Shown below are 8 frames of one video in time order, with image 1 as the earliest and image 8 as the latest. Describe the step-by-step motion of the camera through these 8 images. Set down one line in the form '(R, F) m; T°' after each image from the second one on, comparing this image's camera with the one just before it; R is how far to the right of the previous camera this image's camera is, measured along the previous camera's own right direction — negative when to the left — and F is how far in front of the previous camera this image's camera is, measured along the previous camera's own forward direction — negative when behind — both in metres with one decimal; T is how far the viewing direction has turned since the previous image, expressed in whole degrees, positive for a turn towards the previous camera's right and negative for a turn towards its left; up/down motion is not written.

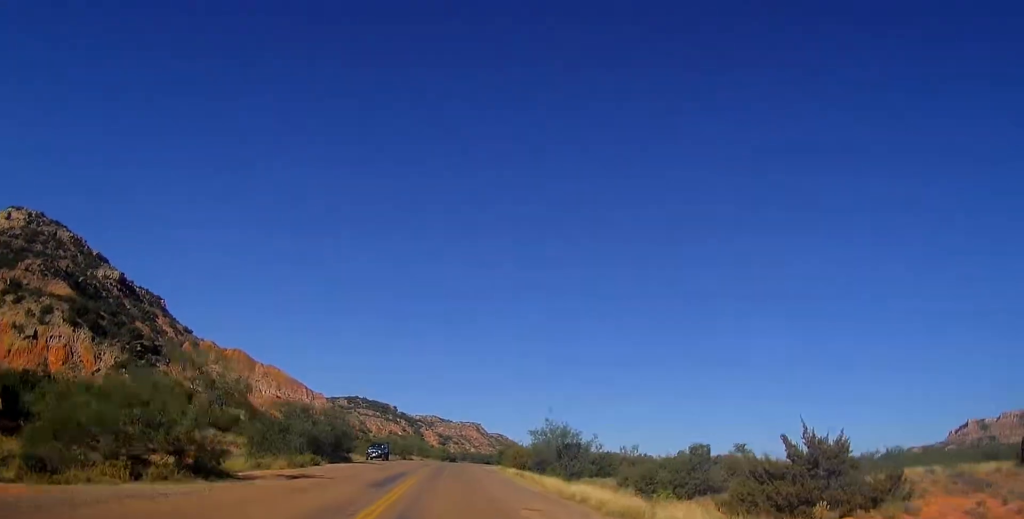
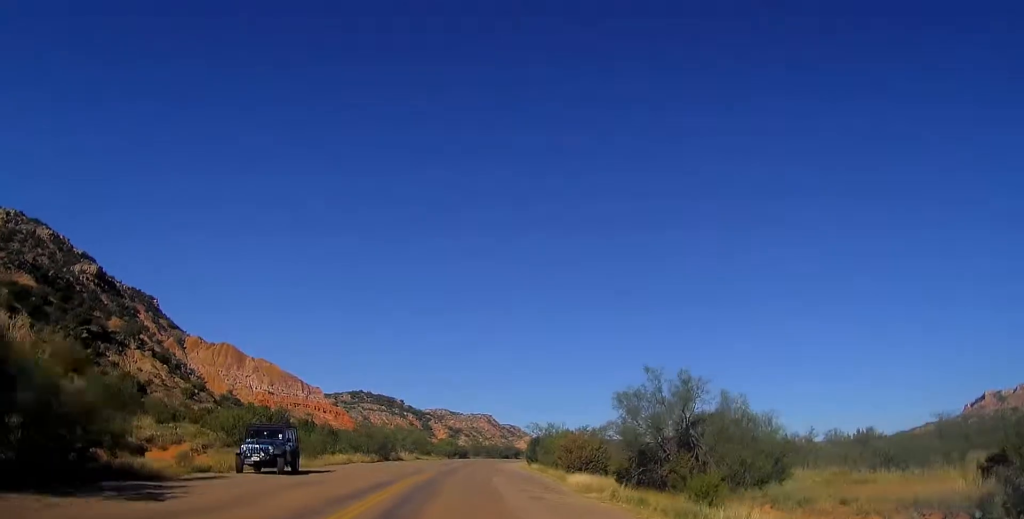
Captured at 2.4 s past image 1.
(-0.1, +35.7) m; 0°
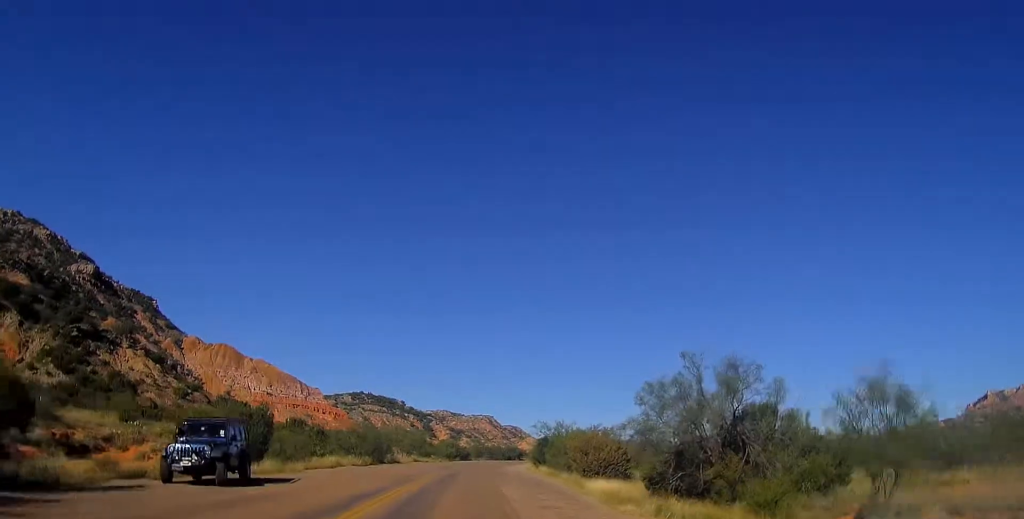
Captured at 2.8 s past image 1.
(0.0, +5.9) m; 0°
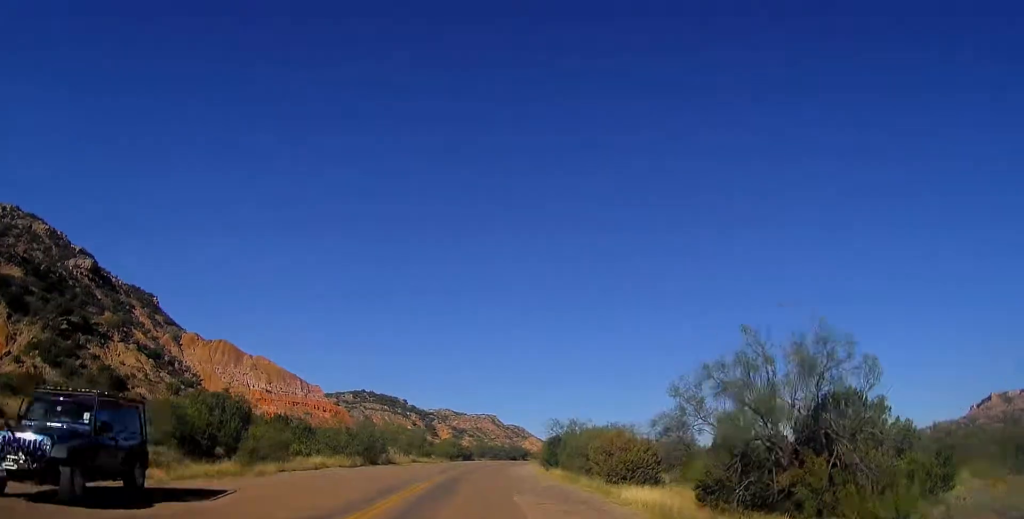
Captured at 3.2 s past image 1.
(0.0, +6.3) m; 0°
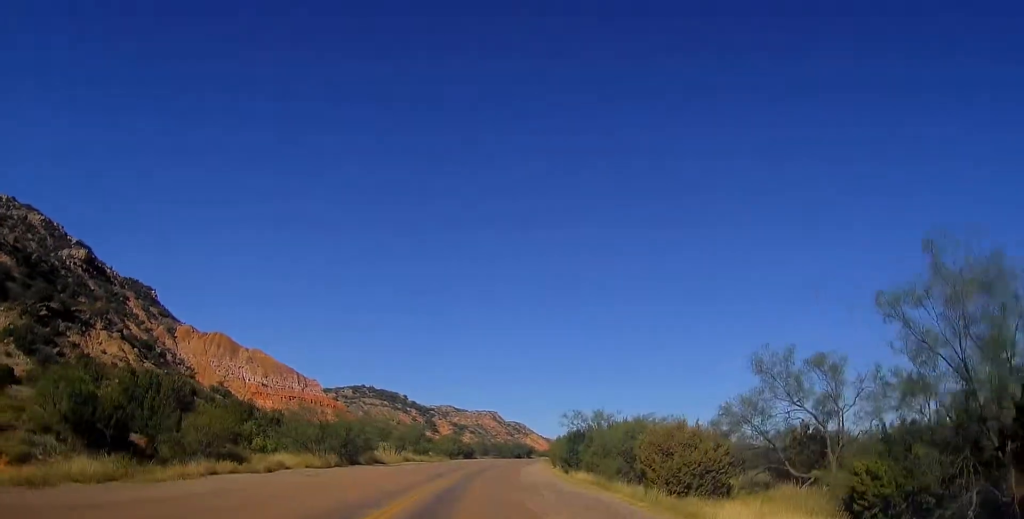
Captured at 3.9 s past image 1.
(-0.1, +10.1) m; 0°
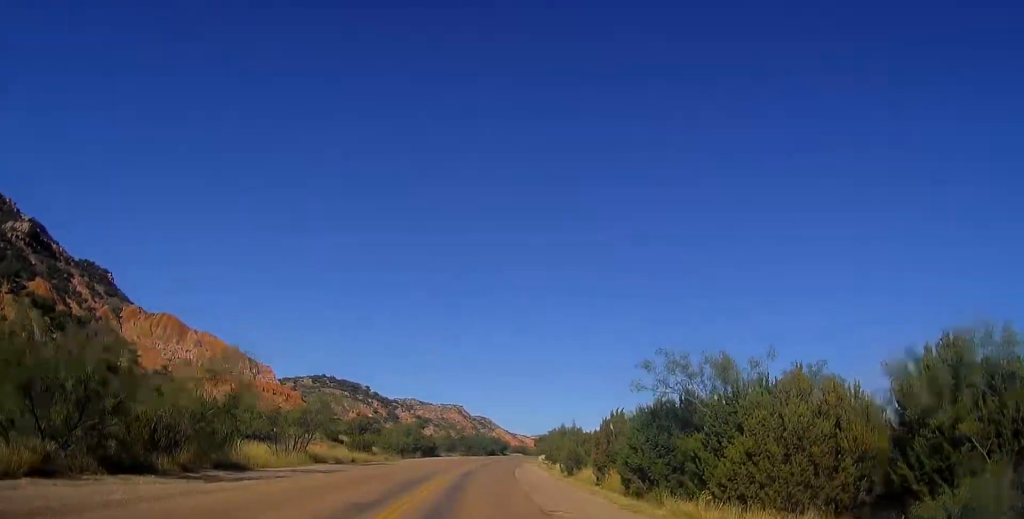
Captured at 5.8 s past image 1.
(+0.6, +27.0) m; +4°
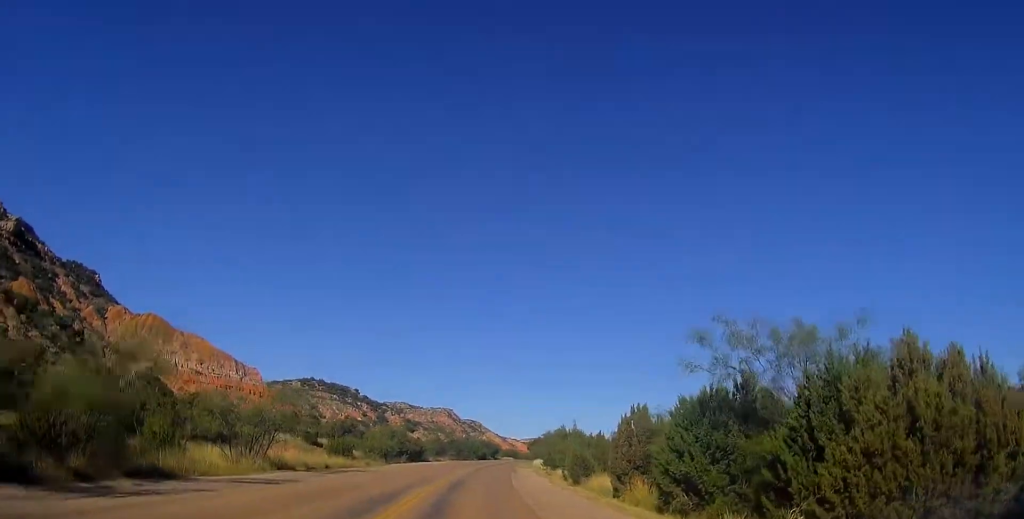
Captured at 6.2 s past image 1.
(0.0, +5.8) m; +1°
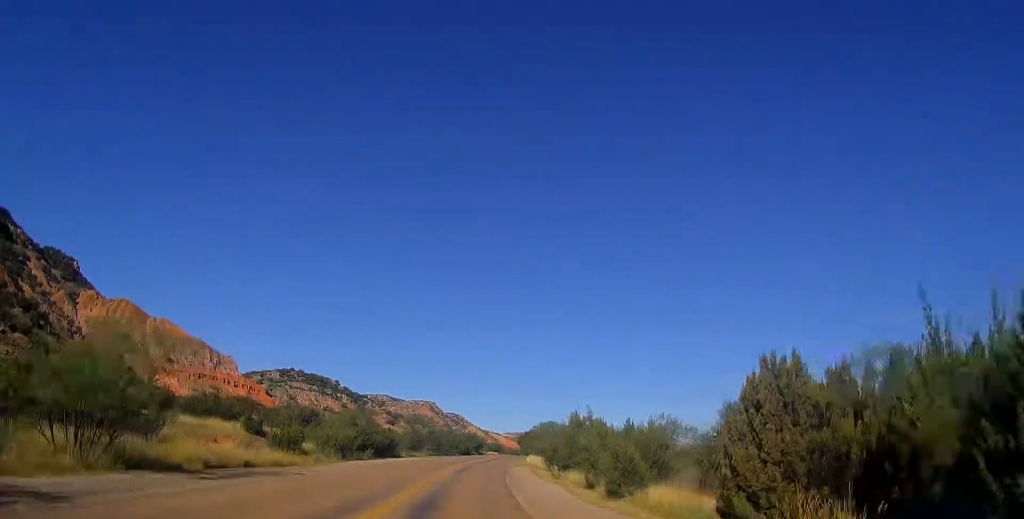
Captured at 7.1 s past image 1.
(+0.2, +12.5) m; +1°
